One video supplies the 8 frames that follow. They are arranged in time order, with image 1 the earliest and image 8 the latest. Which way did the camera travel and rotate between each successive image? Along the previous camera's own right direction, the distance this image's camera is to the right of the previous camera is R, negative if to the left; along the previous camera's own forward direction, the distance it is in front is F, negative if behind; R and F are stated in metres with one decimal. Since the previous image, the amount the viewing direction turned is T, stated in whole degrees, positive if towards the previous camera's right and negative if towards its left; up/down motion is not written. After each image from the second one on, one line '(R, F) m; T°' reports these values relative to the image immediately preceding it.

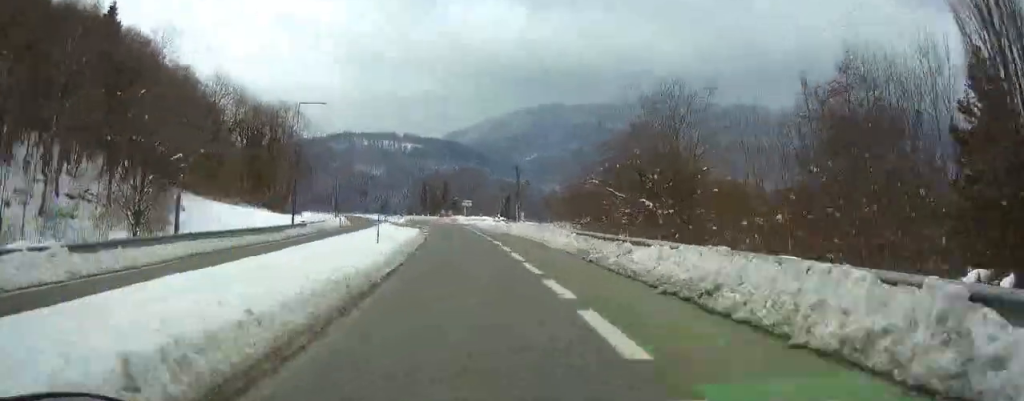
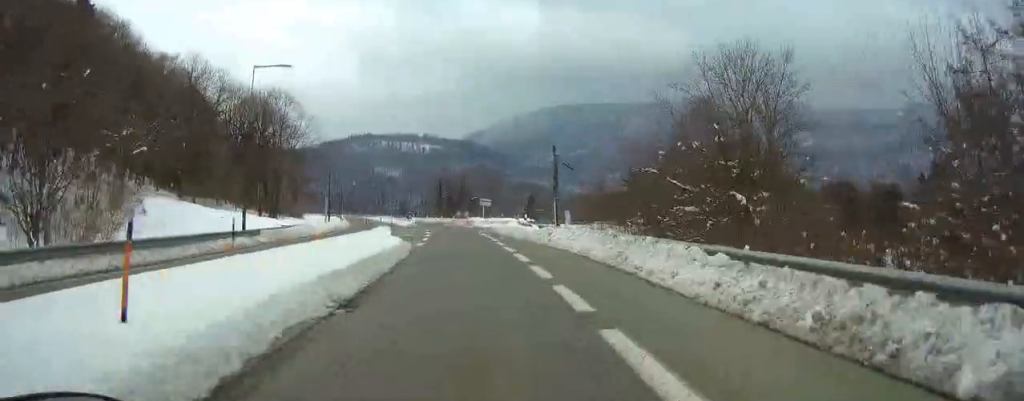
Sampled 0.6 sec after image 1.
(-0.1, +14.6) m; -2°
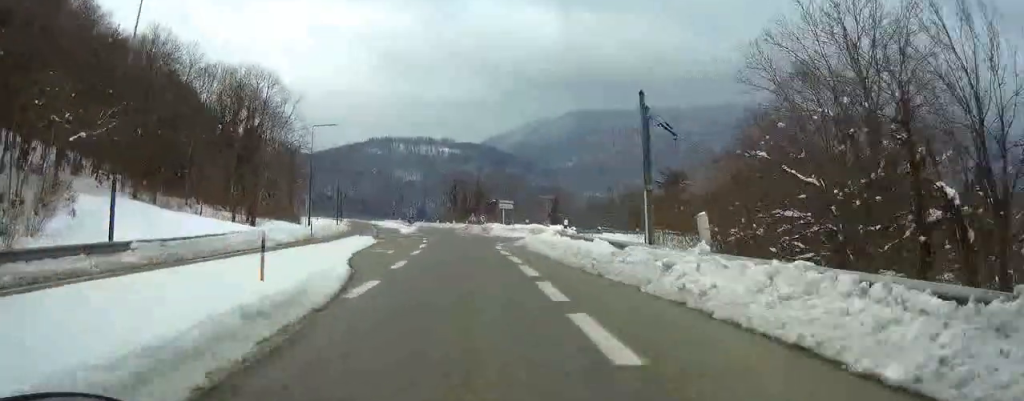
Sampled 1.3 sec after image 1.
(-0.2, +16.9) m; -3°
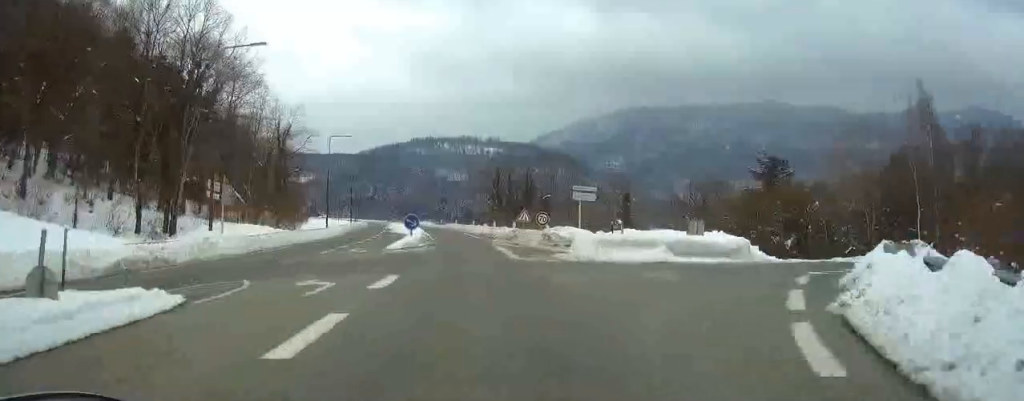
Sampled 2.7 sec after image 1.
(-1.2, +30.5) m; -3°
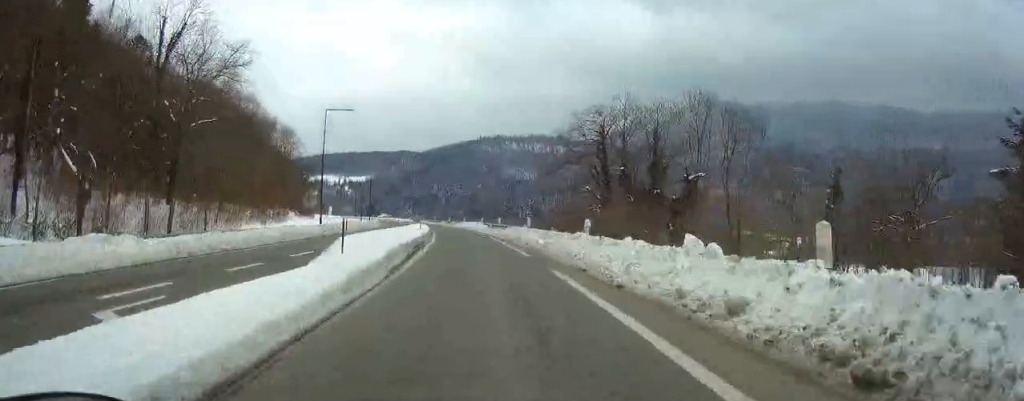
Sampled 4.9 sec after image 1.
(-2.9, +52.4) m; -5°
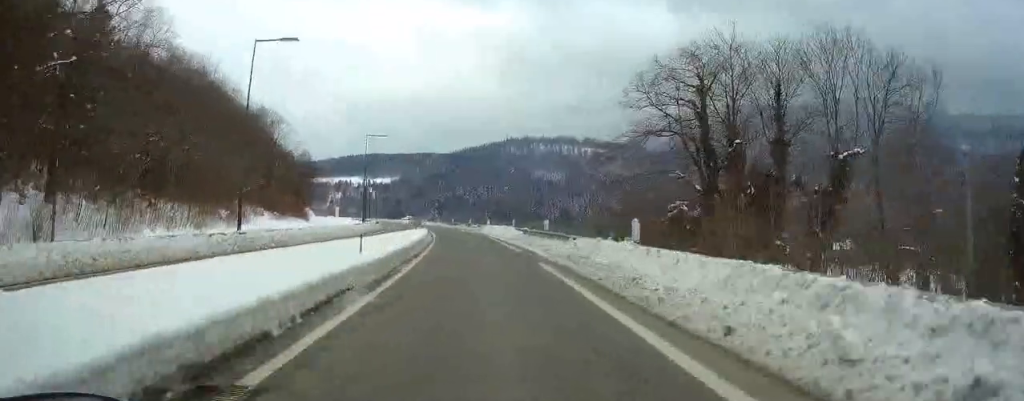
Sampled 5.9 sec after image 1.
(0.0, +23.1) m; -1°
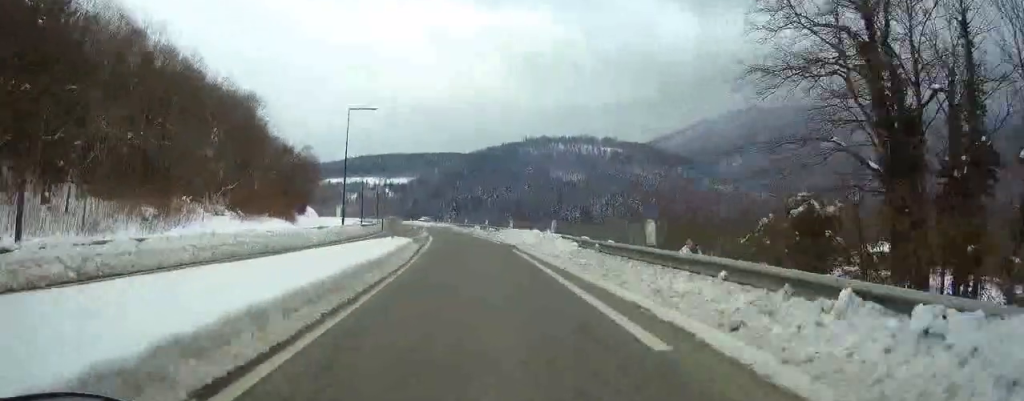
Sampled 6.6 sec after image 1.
(-0.1, +17.5) m; -2°
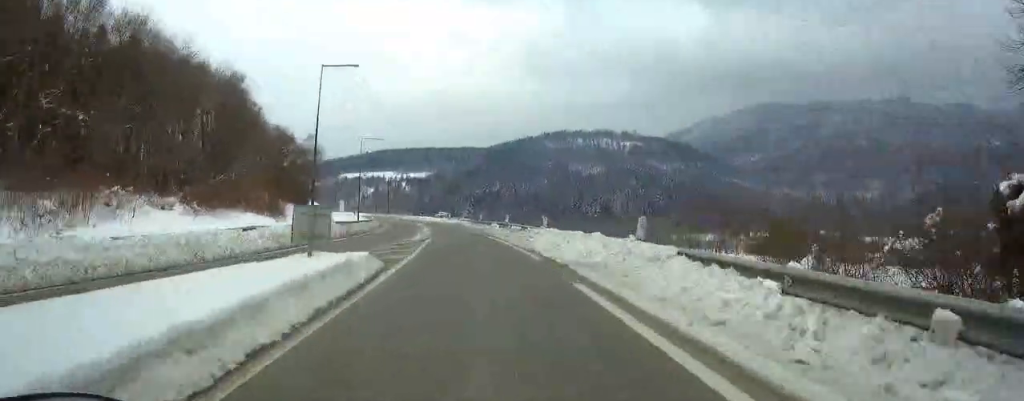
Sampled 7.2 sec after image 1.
(-0.6, +15.0) m; -2°
